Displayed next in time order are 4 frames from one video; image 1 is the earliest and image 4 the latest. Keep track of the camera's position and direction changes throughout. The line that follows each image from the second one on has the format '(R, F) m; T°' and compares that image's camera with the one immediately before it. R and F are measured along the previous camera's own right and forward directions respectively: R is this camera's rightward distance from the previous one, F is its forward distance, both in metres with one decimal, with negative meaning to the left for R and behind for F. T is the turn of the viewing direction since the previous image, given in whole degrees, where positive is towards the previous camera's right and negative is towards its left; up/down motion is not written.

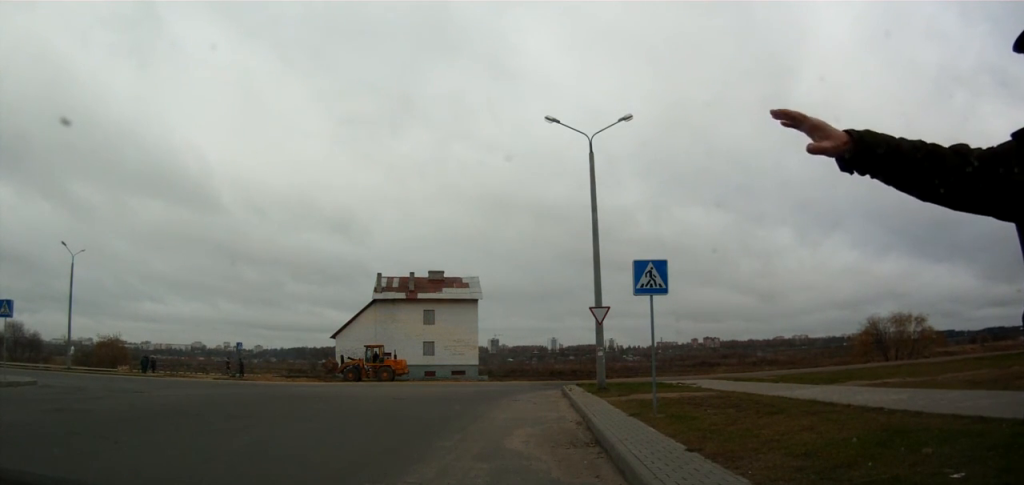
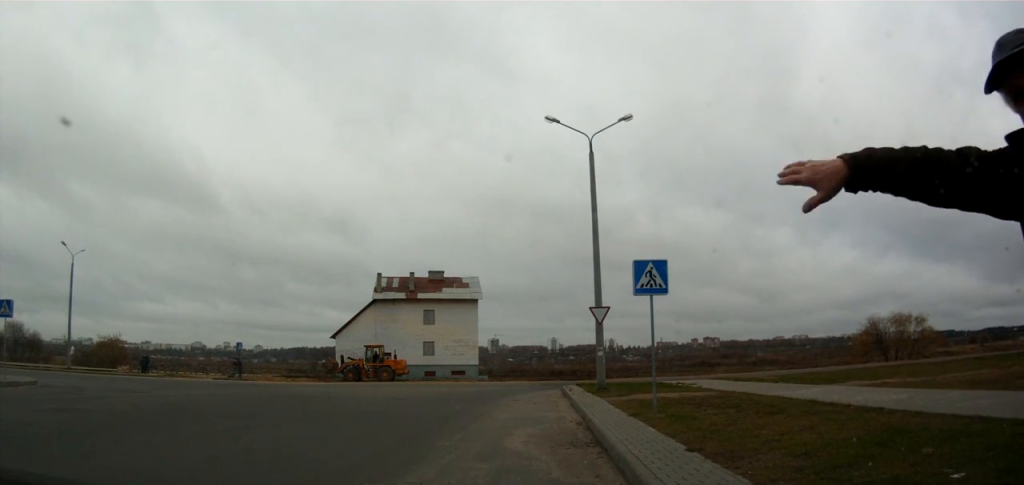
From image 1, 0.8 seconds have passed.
(0.0, 0.0) m; 0°
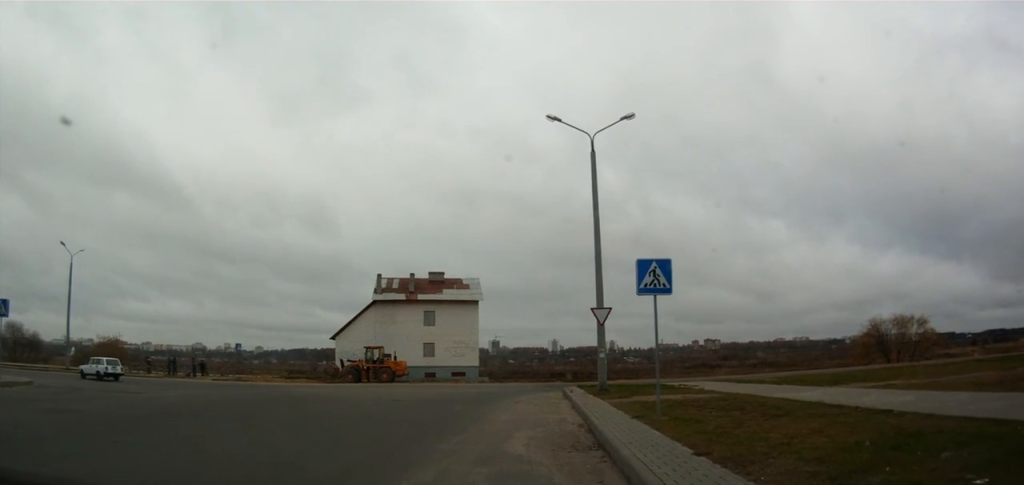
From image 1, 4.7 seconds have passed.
(-0.1, +1.2) m; -3°
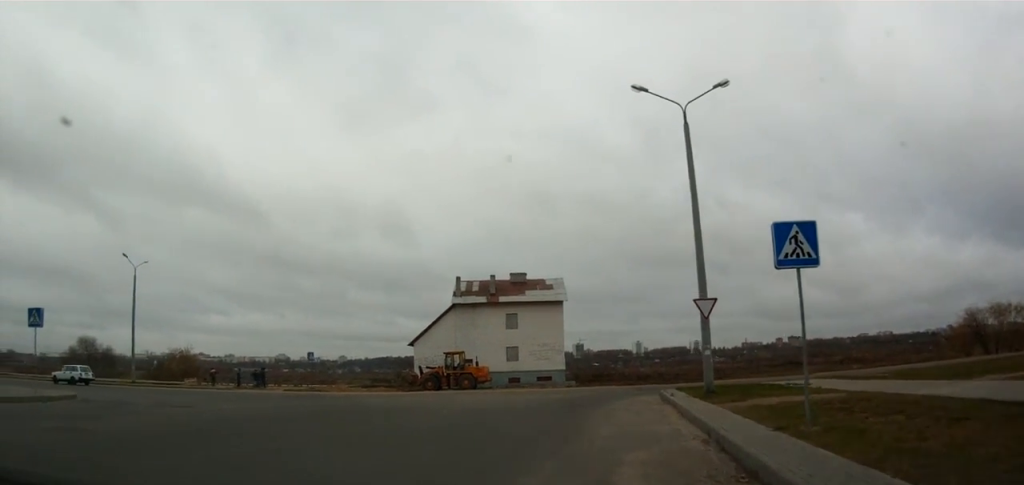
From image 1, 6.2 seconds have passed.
(-0.4, +2.7) m; -11°
